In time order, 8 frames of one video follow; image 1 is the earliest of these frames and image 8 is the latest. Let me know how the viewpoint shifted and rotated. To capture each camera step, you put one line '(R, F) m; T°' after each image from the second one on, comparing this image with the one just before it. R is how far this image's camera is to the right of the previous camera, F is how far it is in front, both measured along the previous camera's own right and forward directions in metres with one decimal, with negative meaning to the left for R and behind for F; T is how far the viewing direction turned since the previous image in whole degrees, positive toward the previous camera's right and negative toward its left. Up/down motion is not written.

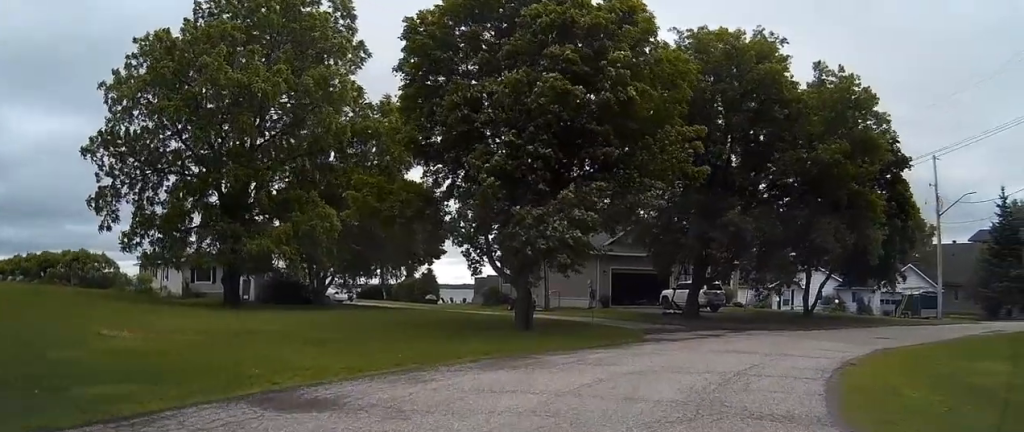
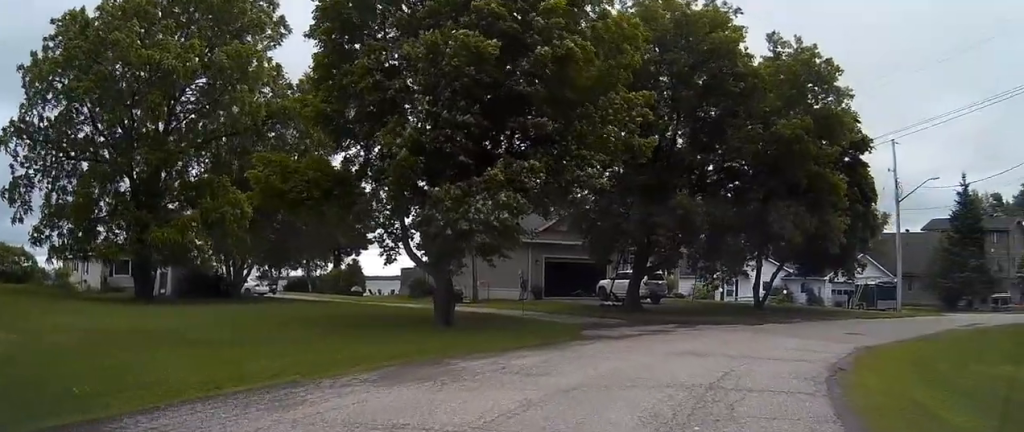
(0.0, +3.0) m; +4°
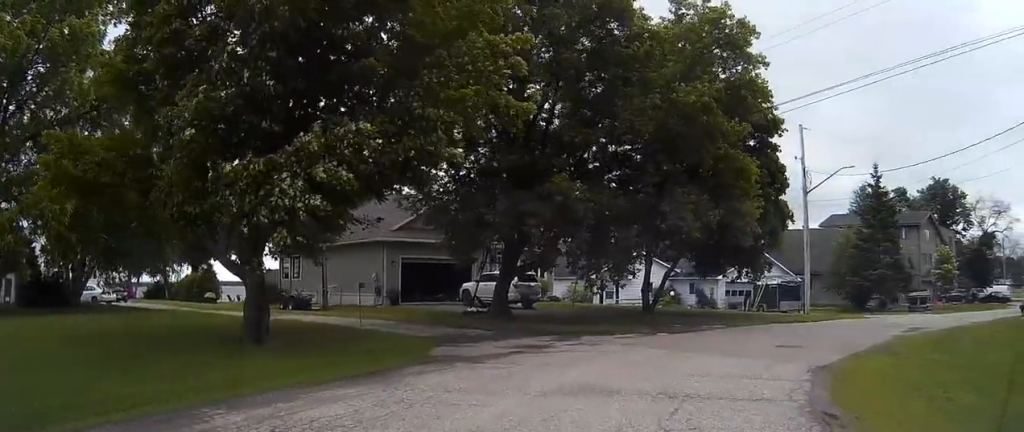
(+0.4, +5.1) m; +8°
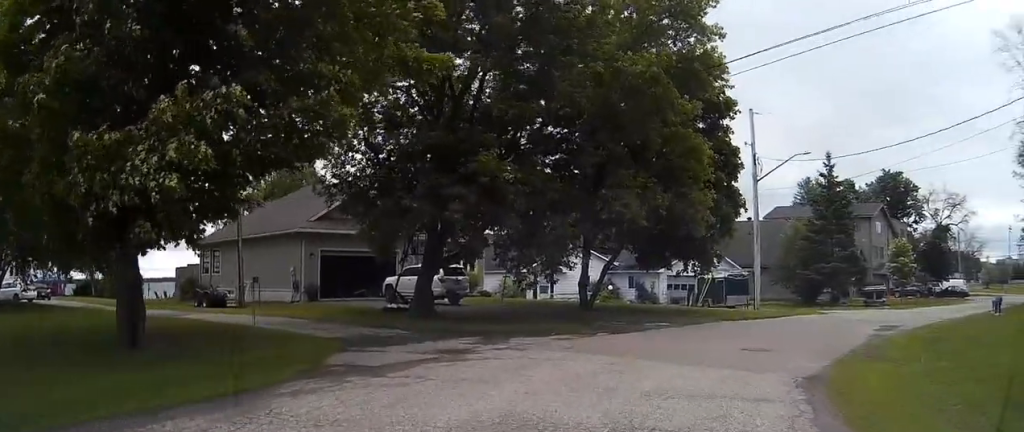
(+0.1, +2.9) m; +4°
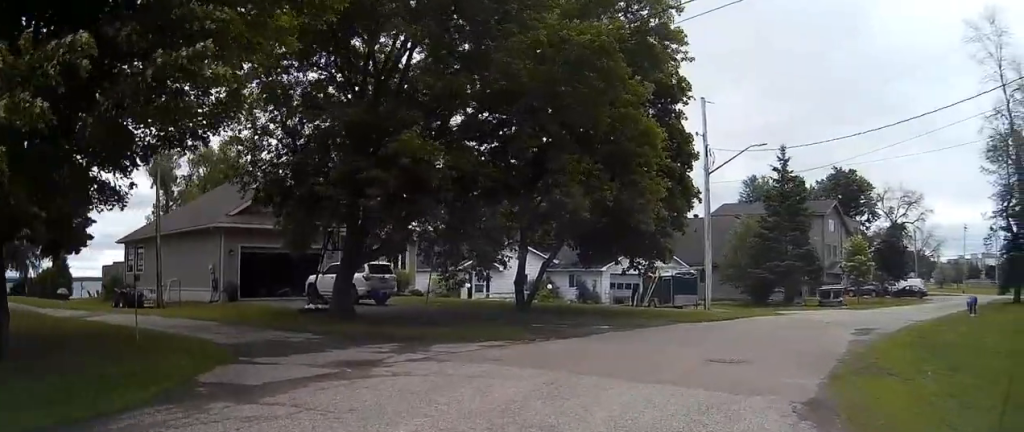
(+0.1, +2.8) m; +4°
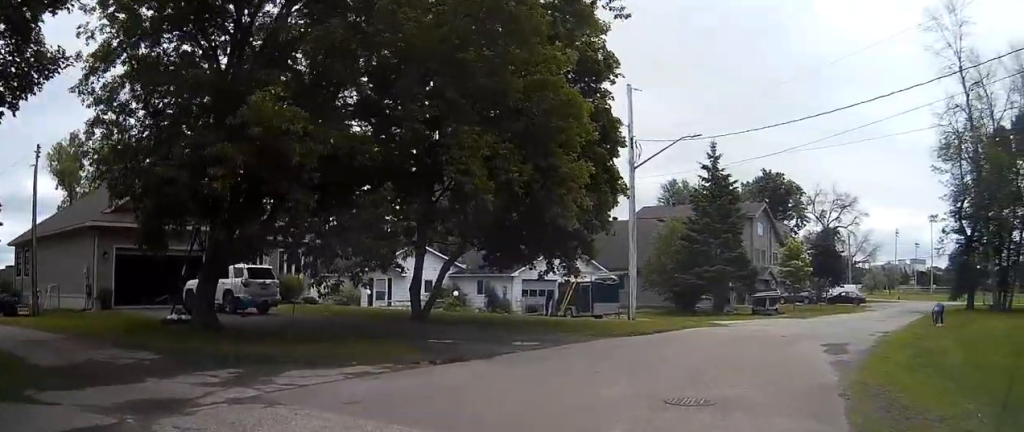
(+0.2, +4.2) m; +7°
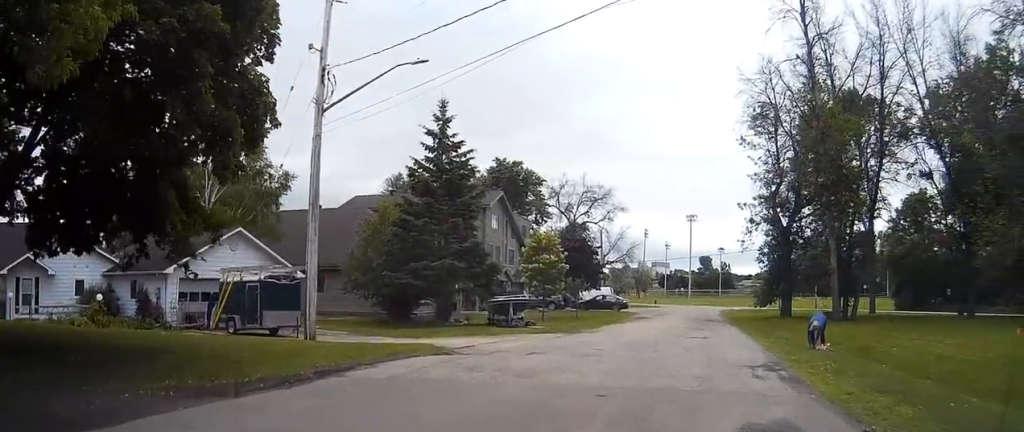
(+2.2, +12.4) m; +19°
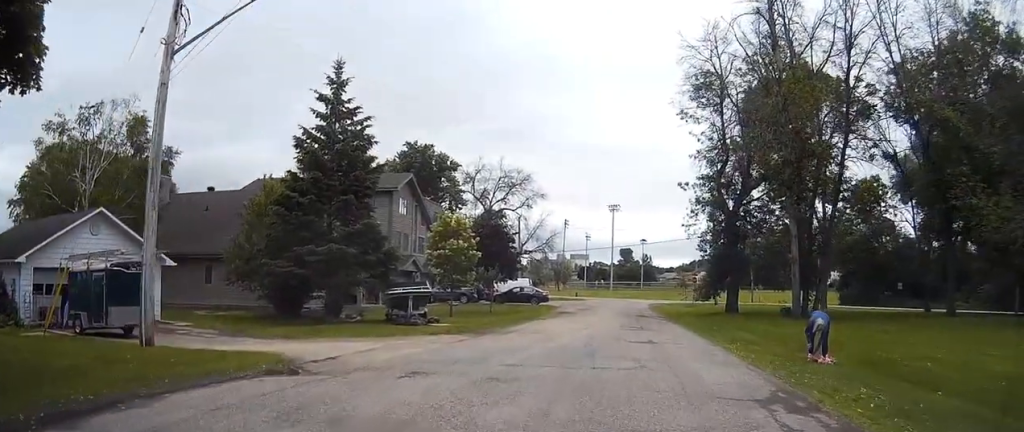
(+0.2, +5.8) m; +6°
